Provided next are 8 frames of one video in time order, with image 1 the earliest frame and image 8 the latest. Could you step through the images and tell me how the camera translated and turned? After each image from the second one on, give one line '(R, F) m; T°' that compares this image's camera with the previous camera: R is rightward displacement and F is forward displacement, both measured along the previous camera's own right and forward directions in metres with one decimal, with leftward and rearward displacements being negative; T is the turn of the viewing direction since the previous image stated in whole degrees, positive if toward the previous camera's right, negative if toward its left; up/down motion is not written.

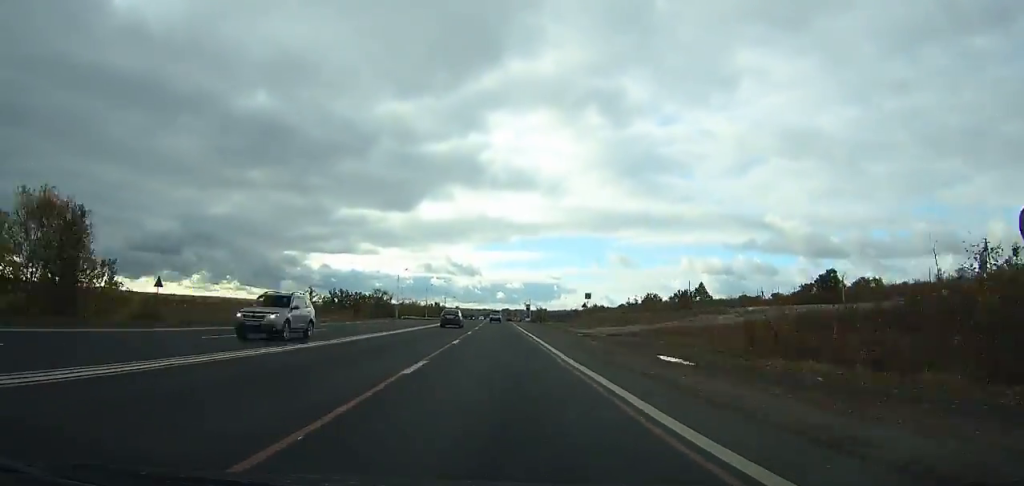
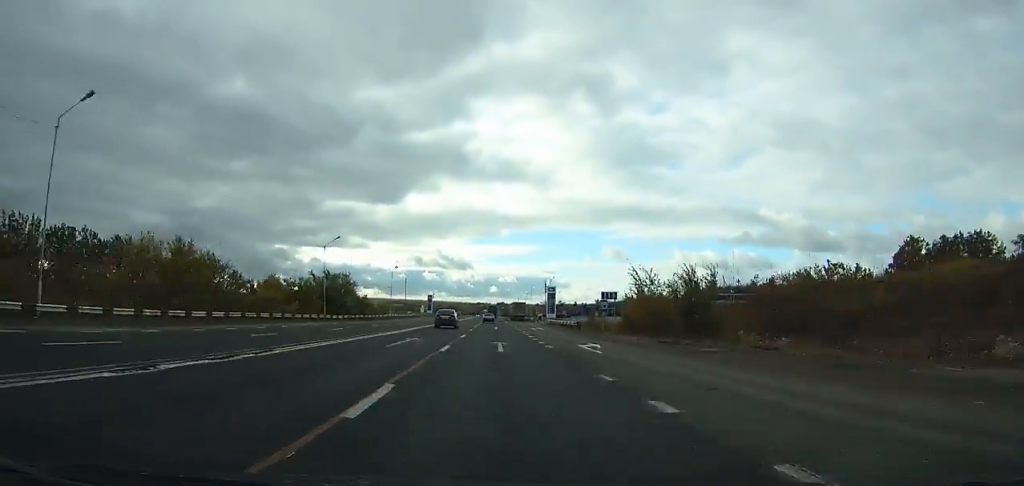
(-0.4, +149.1) m; 0°
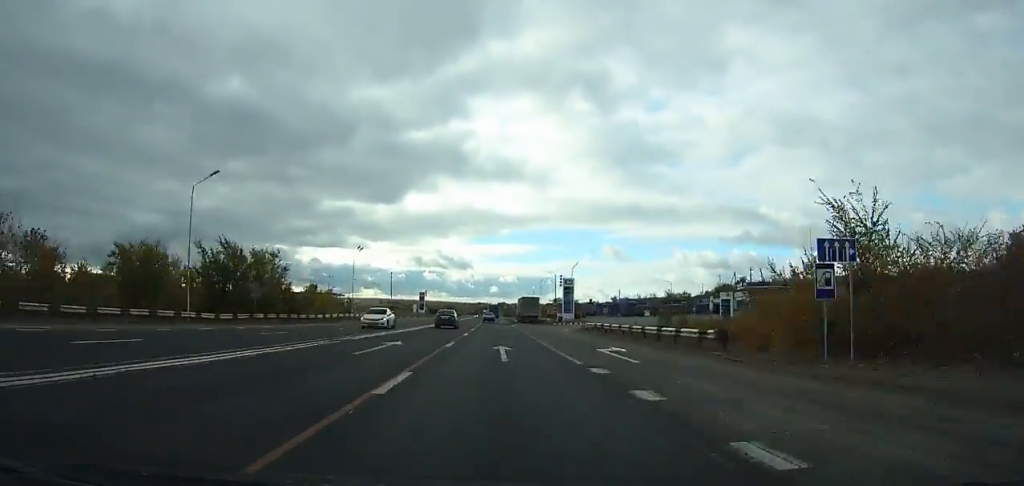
(+0.2, +34.8) m; 0°
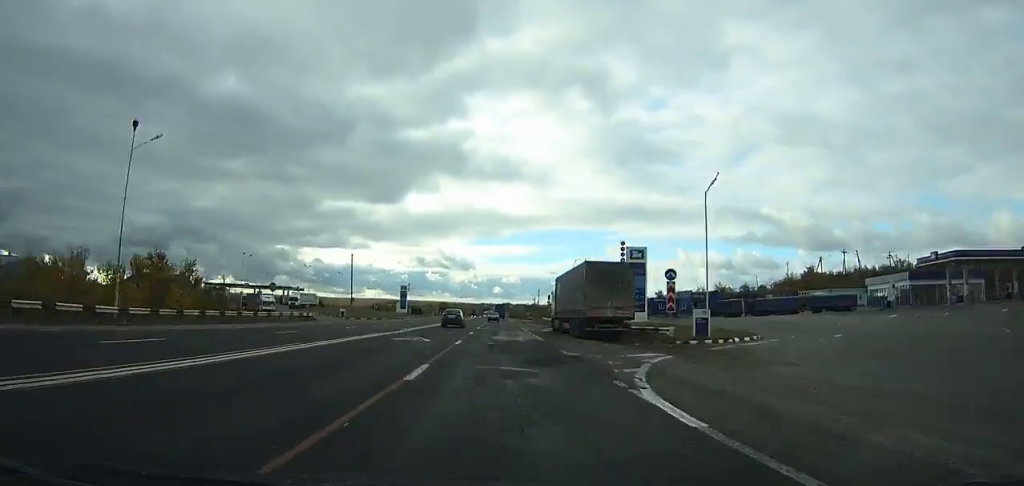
(+0.1, +58.9) m; 0°
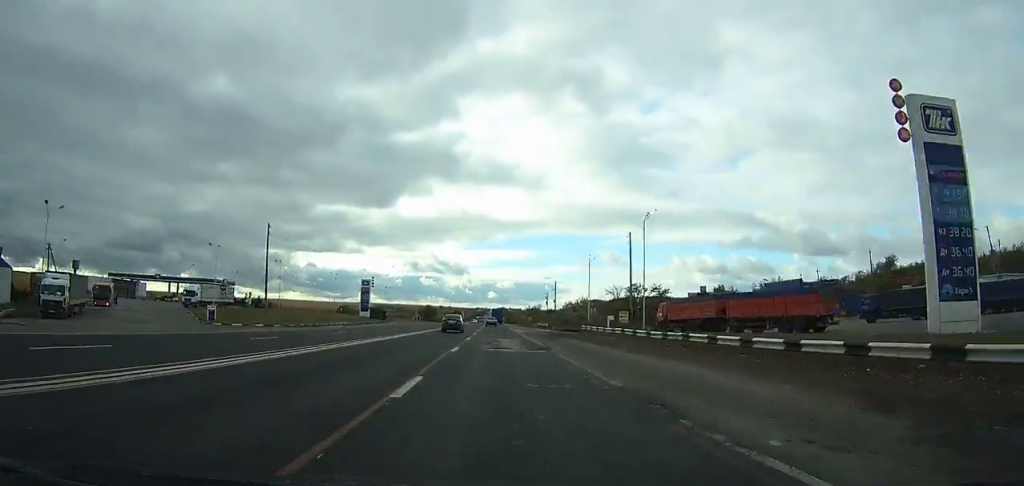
(0.0, +50.9) m; 0°
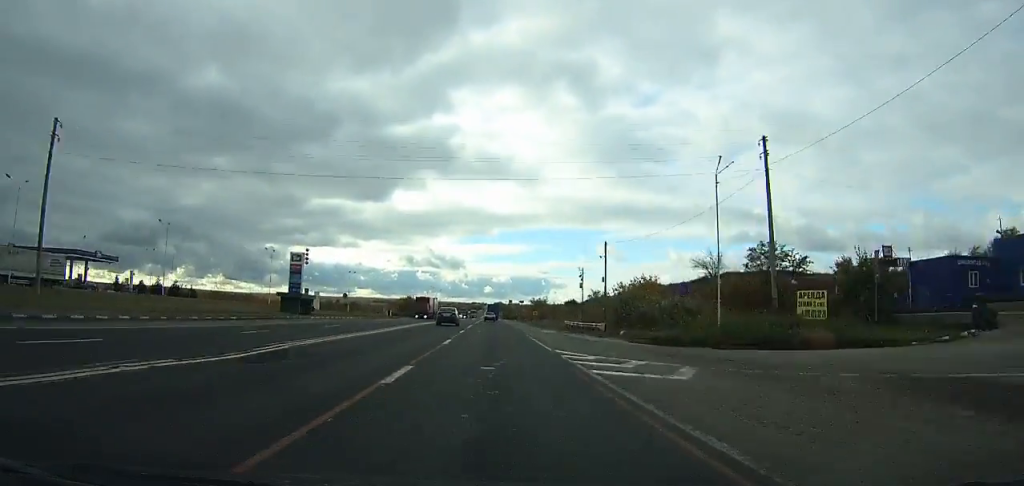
(+0.1, +47.9) m; 0°
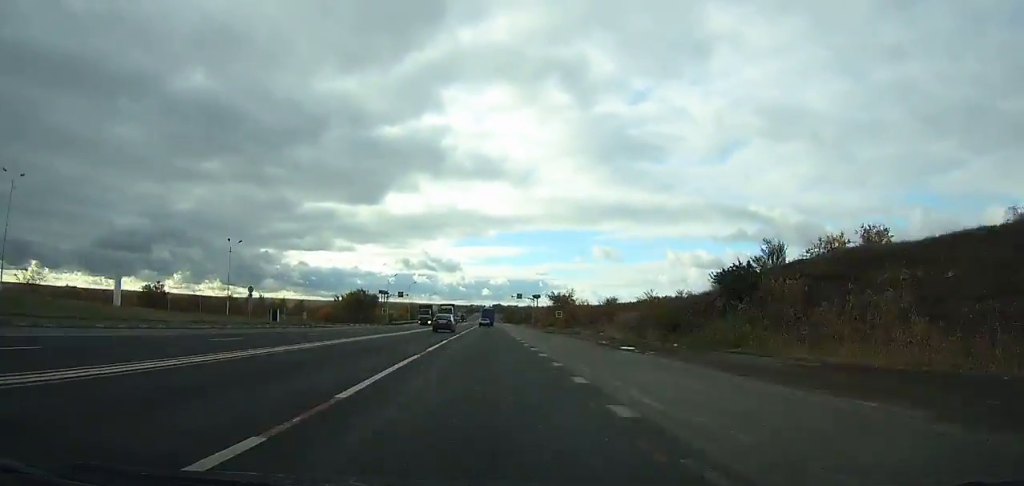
(+0.1, +73.6) m; 0°
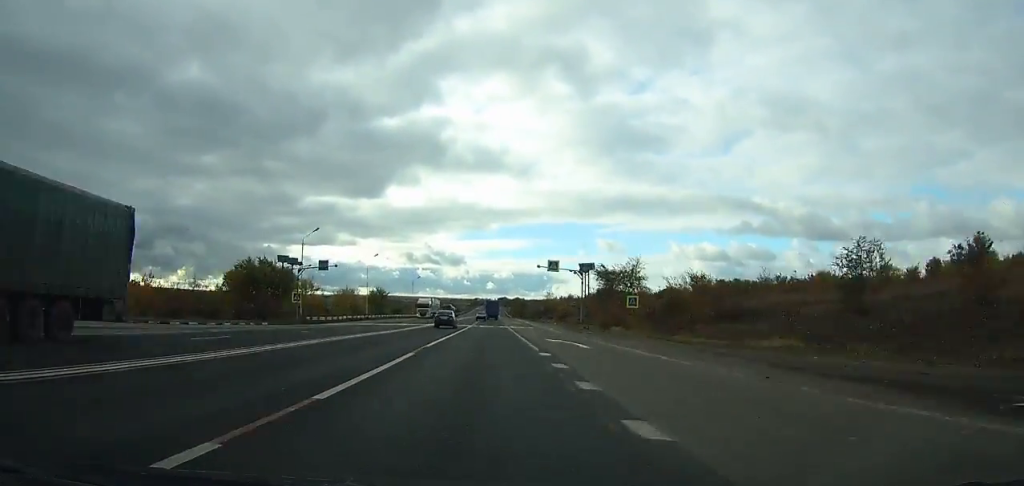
(-0.1, +61.8) m; 0°
